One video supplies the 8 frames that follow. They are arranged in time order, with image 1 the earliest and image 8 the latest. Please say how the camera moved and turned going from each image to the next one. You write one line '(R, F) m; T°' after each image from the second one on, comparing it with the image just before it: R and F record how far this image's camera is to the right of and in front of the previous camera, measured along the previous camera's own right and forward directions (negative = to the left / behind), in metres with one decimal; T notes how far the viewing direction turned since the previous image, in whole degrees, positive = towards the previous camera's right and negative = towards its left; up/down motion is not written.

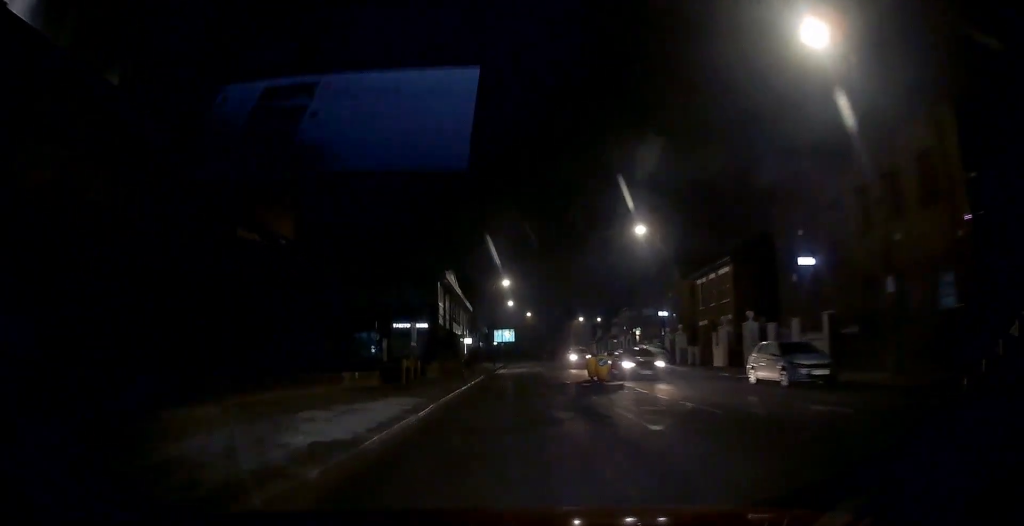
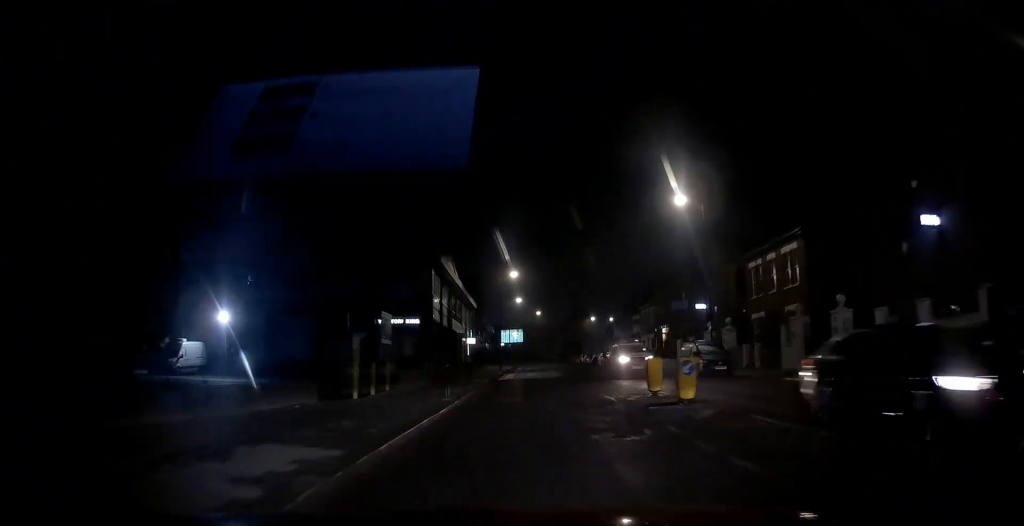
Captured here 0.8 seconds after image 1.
(-0.1, +9.2) m; -2°
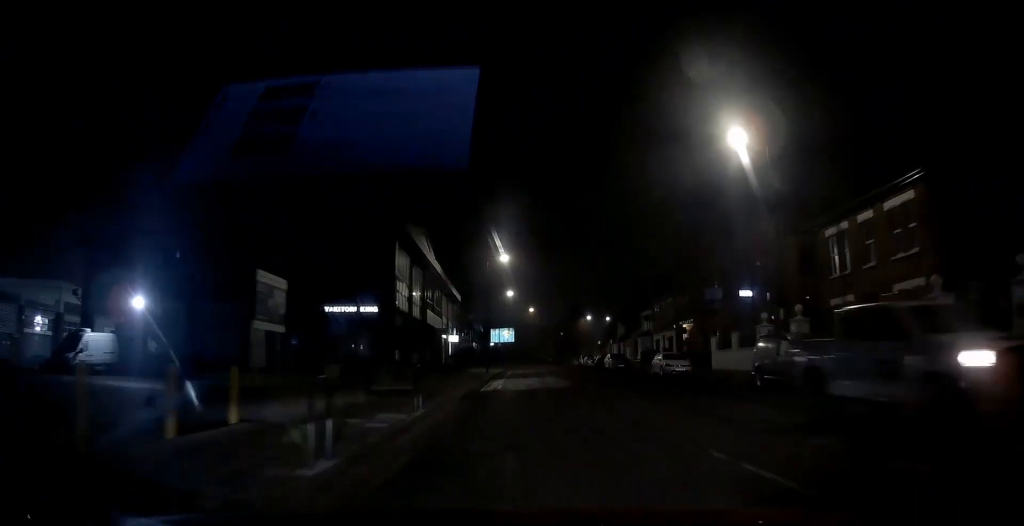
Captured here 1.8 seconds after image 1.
(-0.3, +11.3) m; -2°
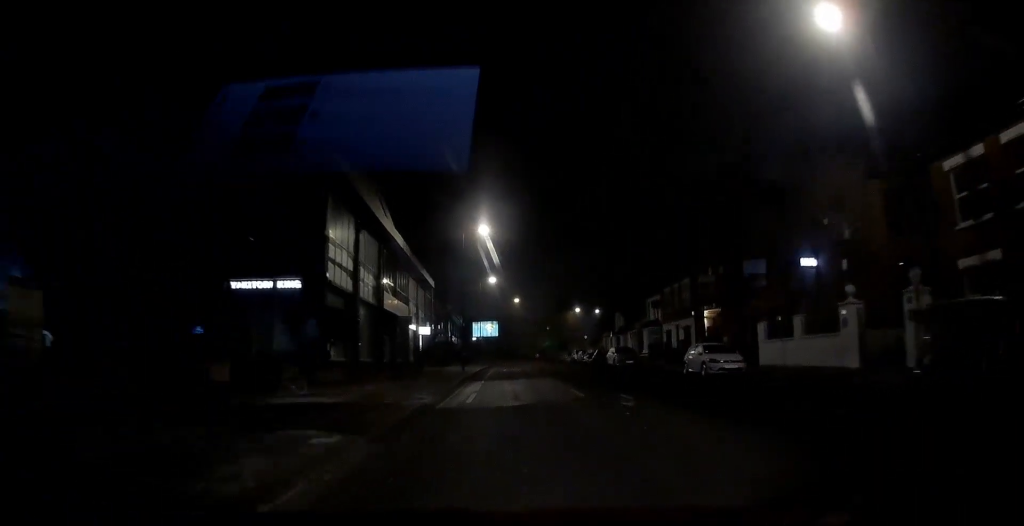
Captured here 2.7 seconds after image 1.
(-0.1, +10.3) m; 0°
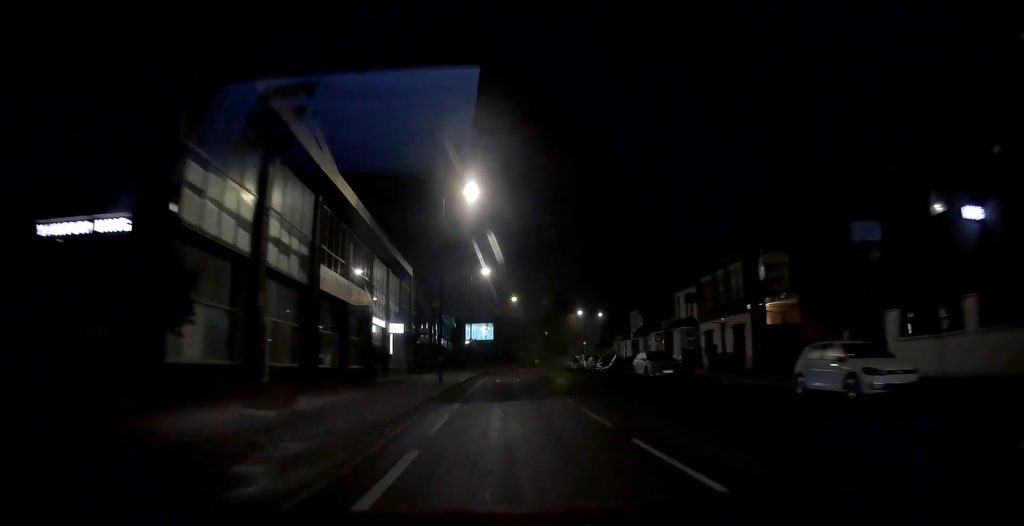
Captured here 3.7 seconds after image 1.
(+0.1, +11.5) m; +1°
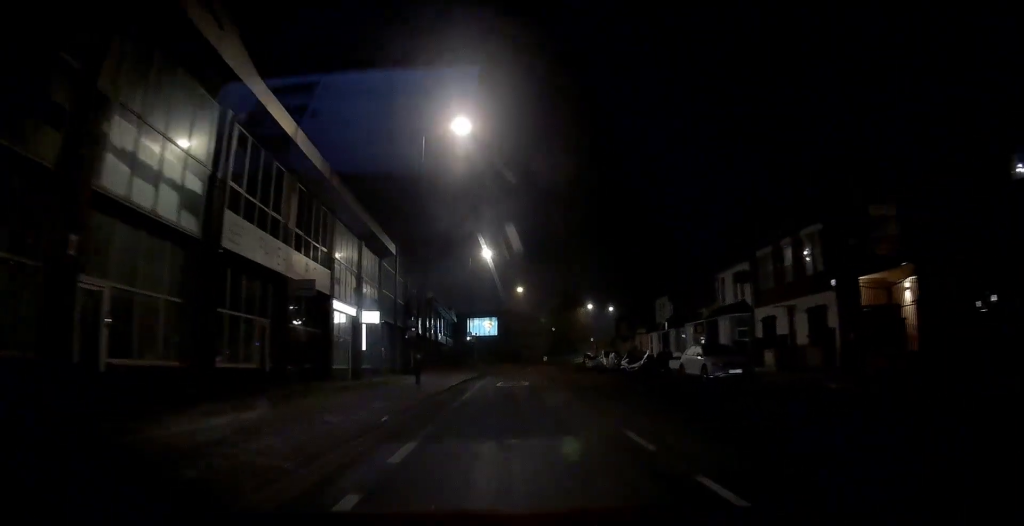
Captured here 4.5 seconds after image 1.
(0.0, +9.0) m; +1°
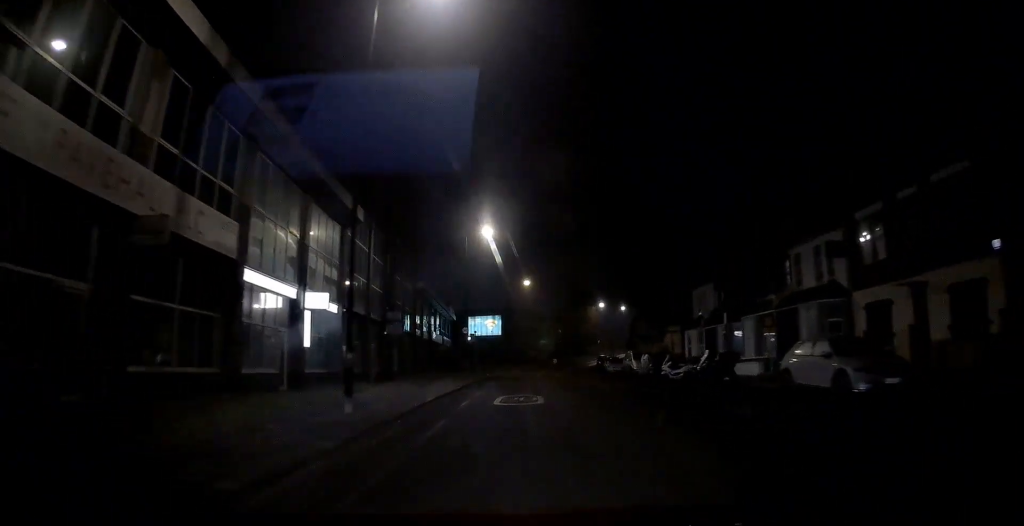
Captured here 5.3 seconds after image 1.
(+0.1, +10.0) m; 0°
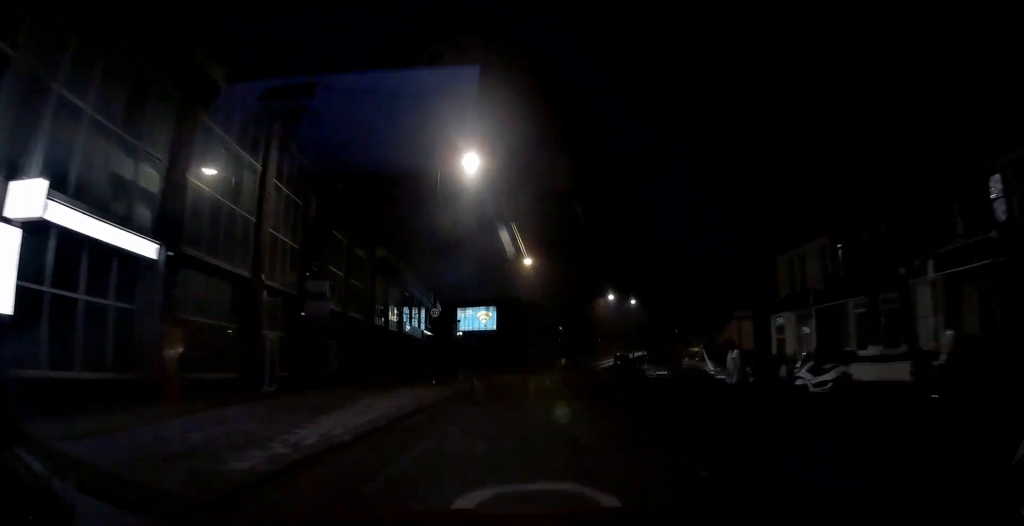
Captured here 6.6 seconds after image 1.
(-0.1, +15.4) m; -1°
